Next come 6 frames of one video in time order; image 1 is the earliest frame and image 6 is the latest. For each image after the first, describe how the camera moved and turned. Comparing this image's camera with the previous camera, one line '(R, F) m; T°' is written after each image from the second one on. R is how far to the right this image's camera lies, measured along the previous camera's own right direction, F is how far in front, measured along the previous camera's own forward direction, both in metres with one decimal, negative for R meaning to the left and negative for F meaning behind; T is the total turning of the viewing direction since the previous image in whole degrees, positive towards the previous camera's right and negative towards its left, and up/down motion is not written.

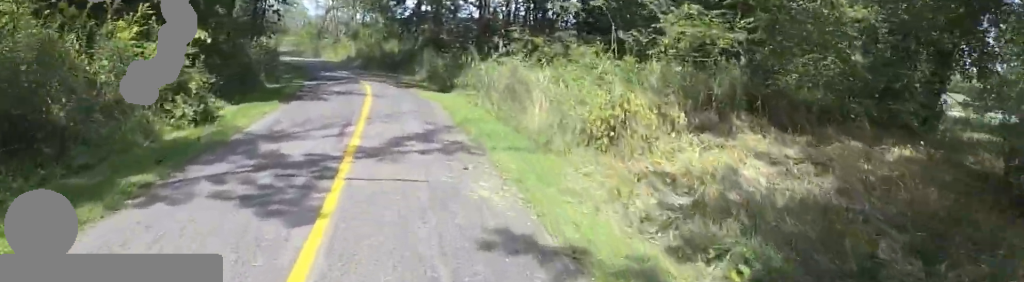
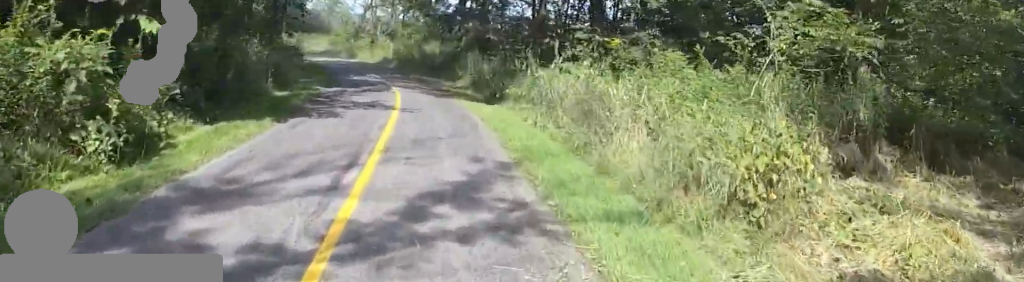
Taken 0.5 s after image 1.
(-0.5, +3.1) m; -8°
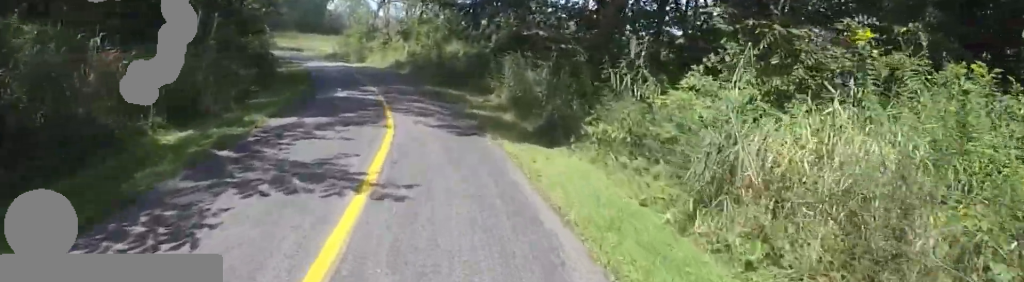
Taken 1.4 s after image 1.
(-0.2, +6.1) m; +5°
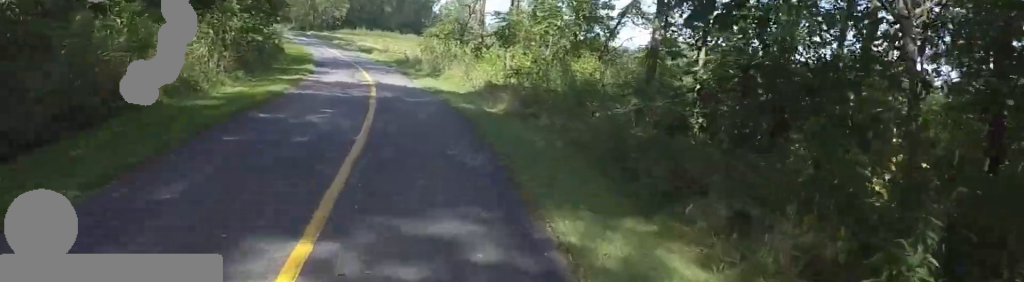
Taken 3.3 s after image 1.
(+1.3, +11.6) m; -6°
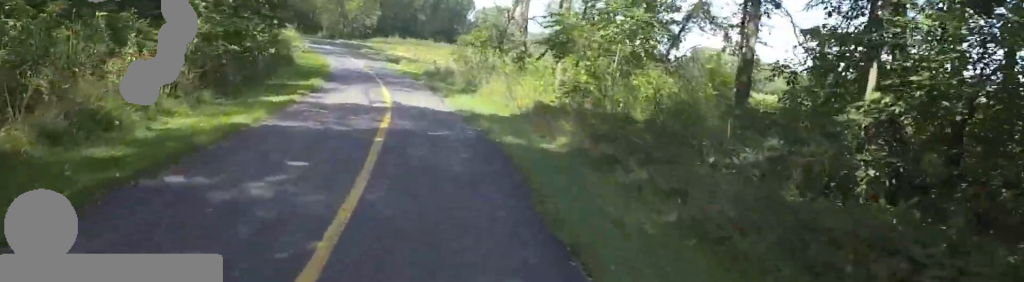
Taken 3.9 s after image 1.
(-0.3, +3.1) m; -6°
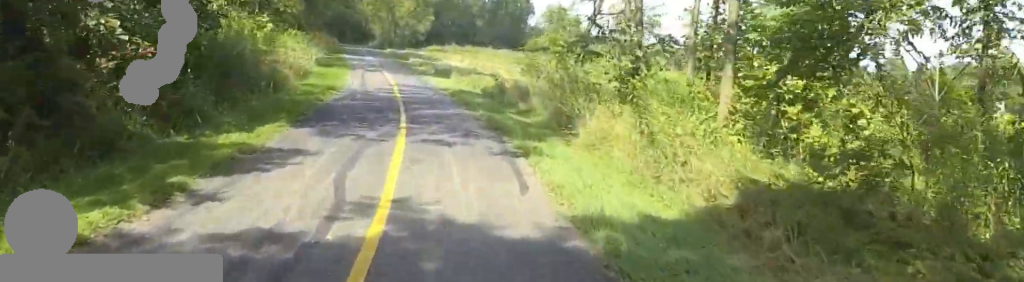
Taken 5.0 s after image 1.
(-0.8, +7.3) m; -2°
